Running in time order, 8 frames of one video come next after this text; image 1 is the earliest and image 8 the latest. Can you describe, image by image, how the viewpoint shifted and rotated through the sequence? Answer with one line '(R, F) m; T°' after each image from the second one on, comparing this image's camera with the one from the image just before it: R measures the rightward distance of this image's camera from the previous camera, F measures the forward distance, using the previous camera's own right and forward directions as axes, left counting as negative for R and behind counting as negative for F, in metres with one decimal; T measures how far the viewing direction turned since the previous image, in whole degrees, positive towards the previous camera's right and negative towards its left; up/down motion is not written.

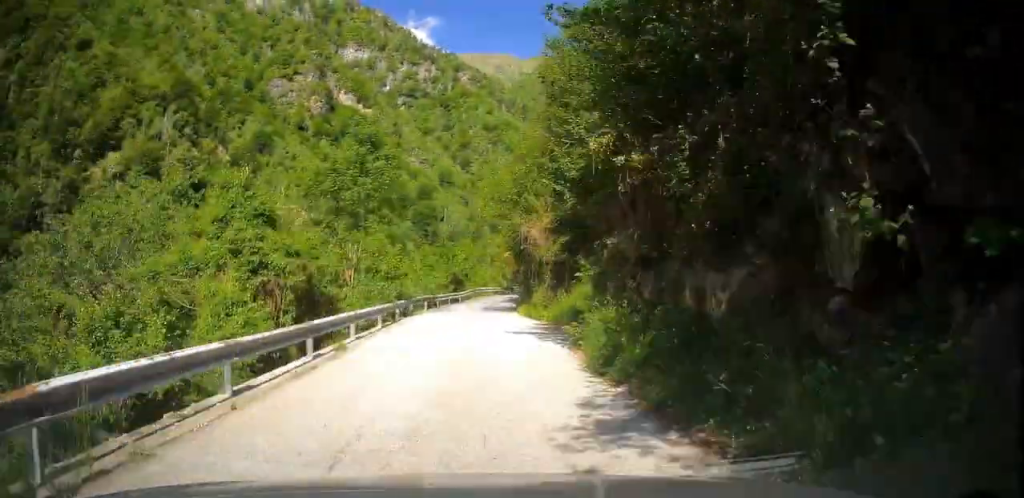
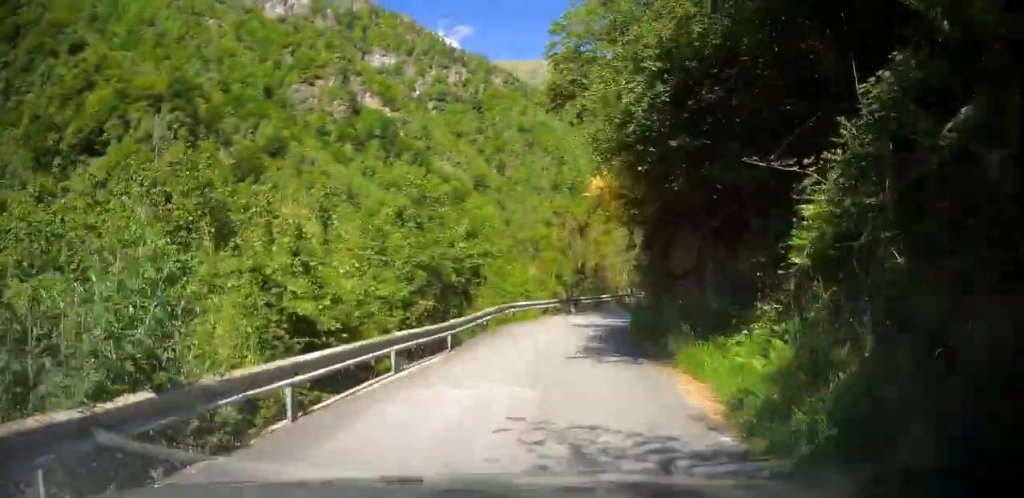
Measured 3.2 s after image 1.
(+0.4, +27.5) m; -3°
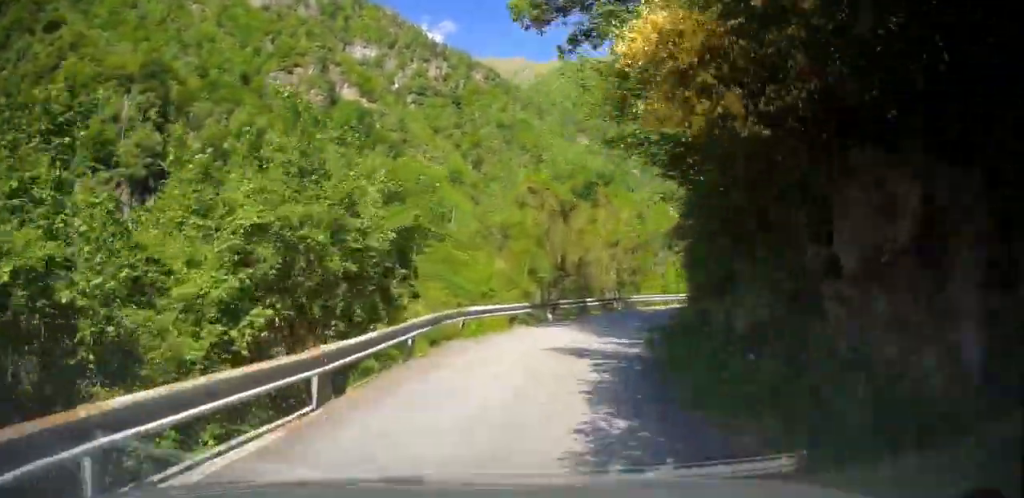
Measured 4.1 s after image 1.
(-0.4, +6.9) m; -1°
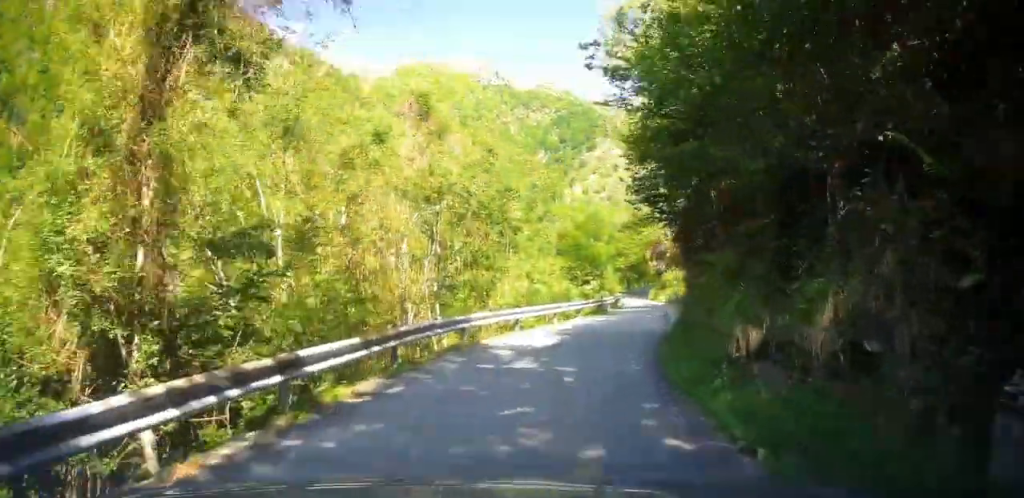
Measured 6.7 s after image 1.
(-0.4, +19.5) m; -1°
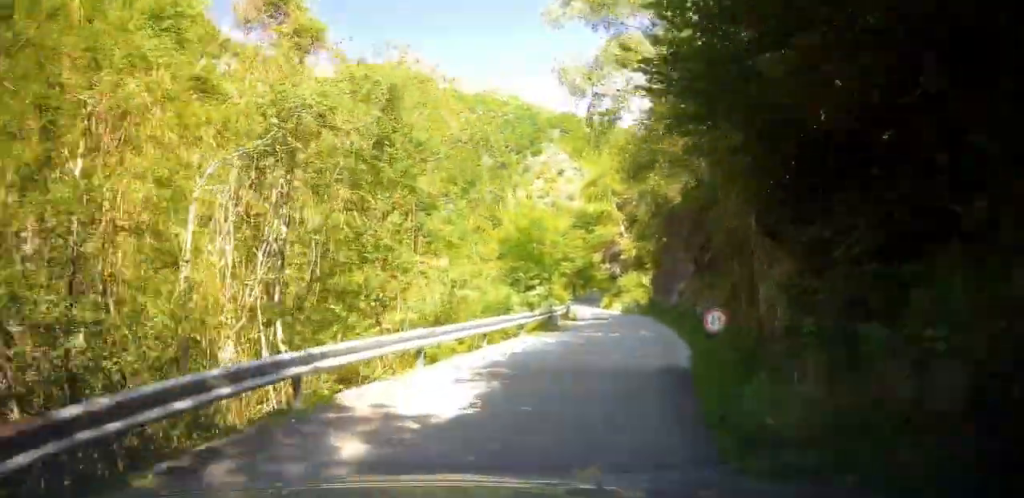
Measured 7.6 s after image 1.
(+0.1, +6.6) m; +1°
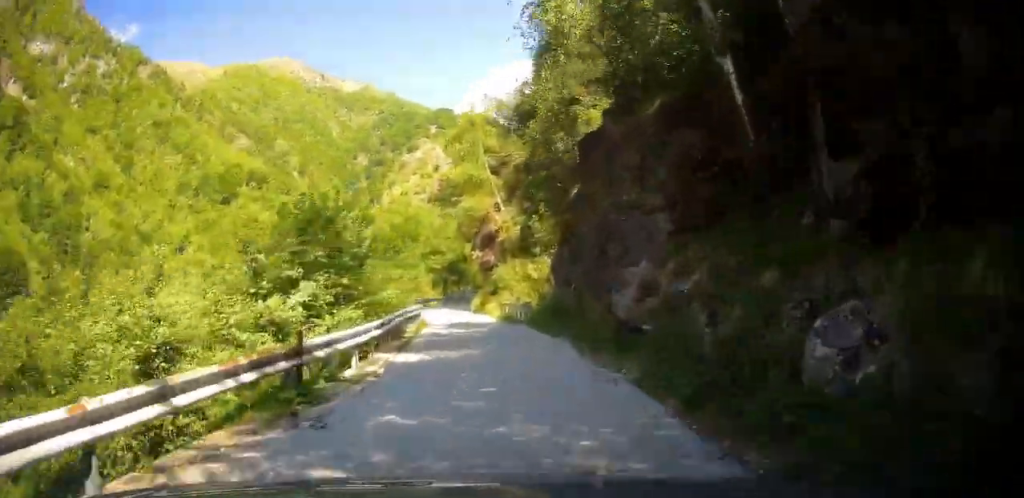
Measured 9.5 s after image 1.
(-0.5, +12.4) m; +9°
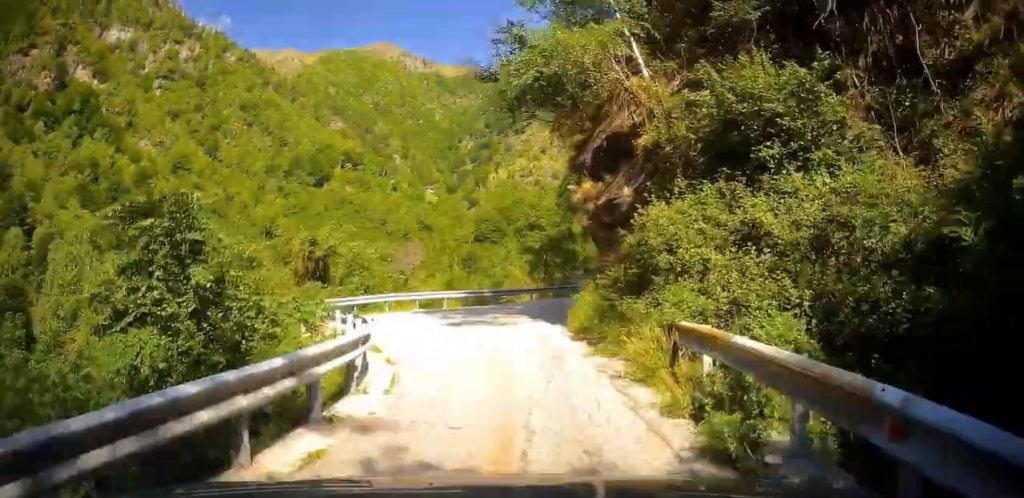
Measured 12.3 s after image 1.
(+3.5, +18.7) m; +4°
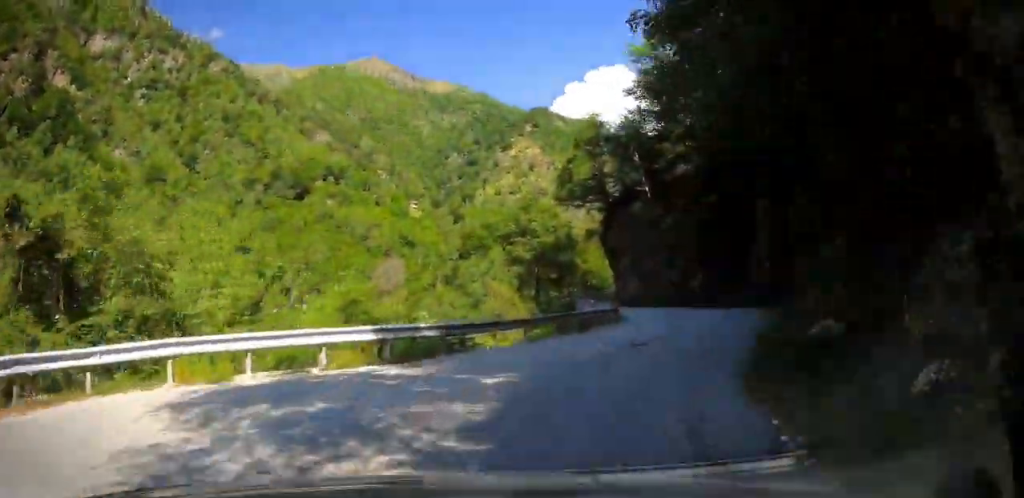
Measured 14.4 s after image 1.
(-1.7, +13.4) m; -5°
